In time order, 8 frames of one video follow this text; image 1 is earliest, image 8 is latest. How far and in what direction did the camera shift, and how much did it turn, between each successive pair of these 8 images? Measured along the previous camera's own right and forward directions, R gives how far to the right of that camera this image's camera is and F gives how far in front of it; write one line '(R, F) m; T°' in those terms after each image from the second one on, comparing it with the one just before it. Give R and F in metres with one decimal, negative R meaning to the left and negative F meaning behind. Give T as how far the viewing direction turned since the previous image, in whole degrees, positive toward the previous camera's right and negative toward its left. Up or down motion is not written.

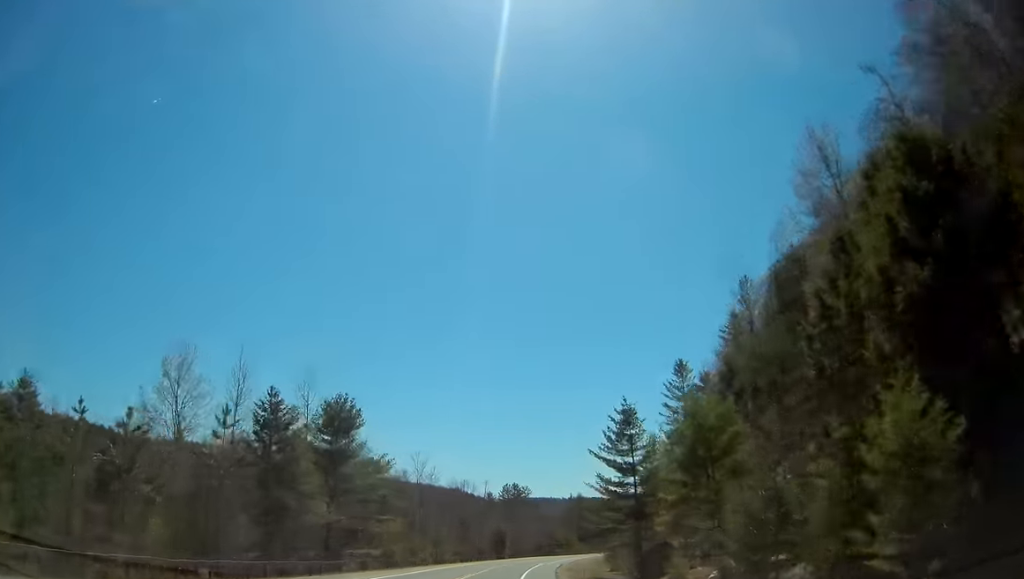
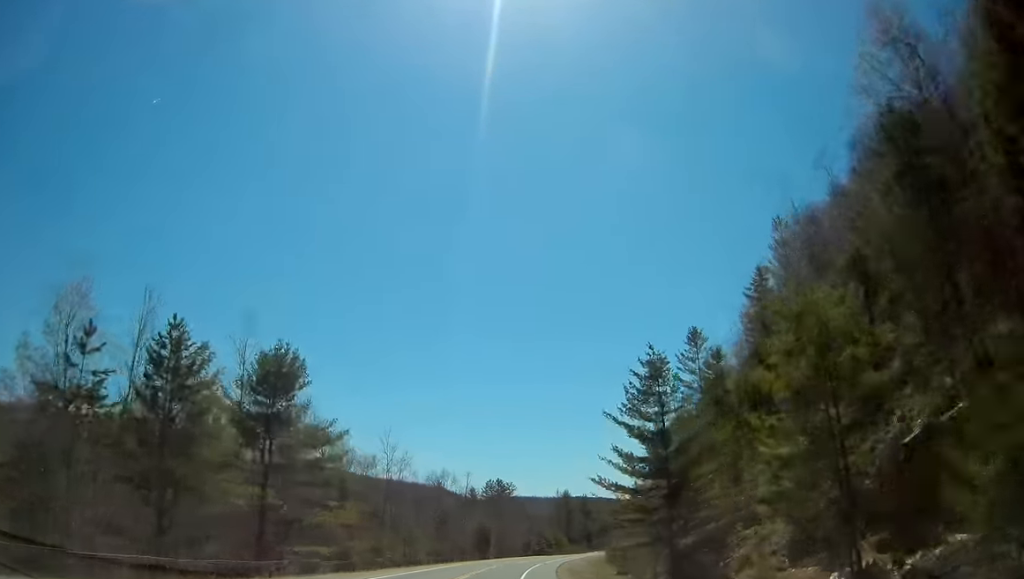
(+0.2, +13.8) m; +1°
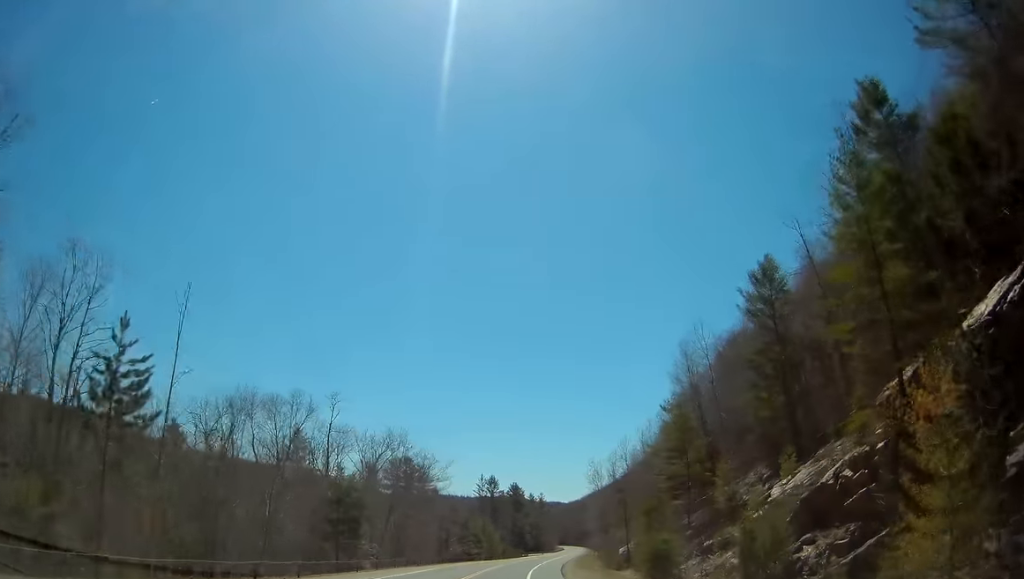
(+4.3, +64.3) m; +8°
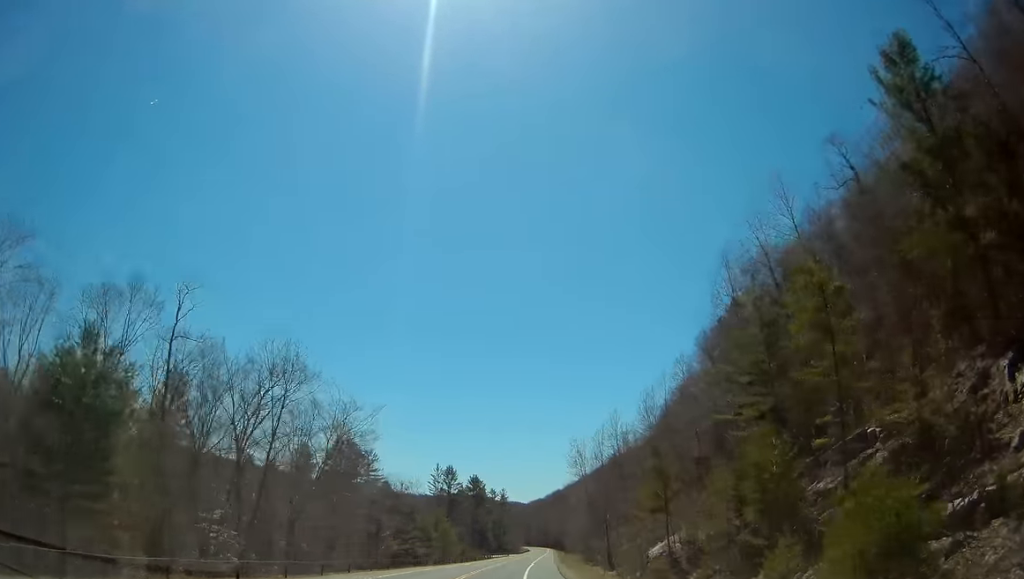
(+1.1, +30.1) m; +4°
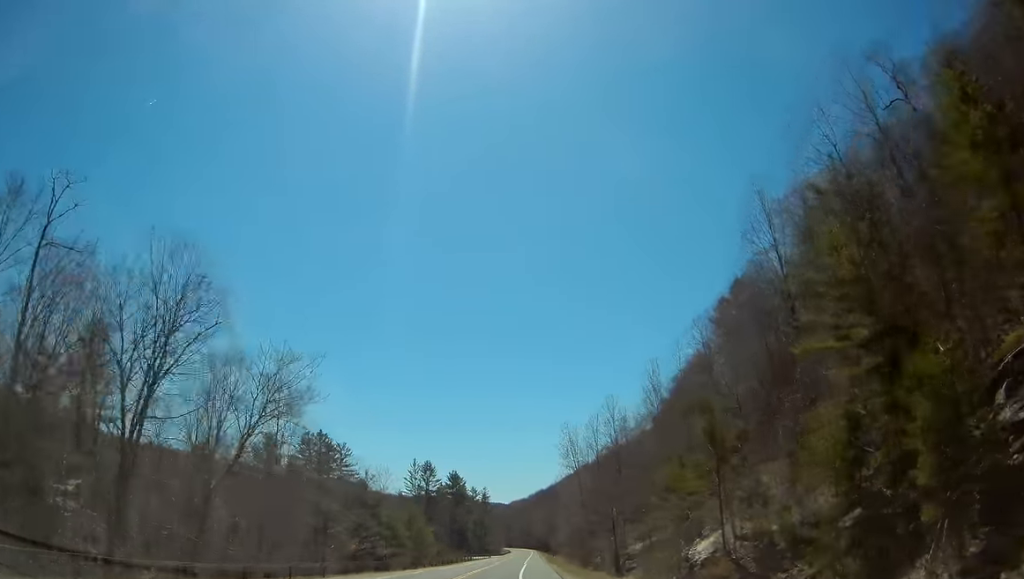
(+0.2, +13.8) m; +1°
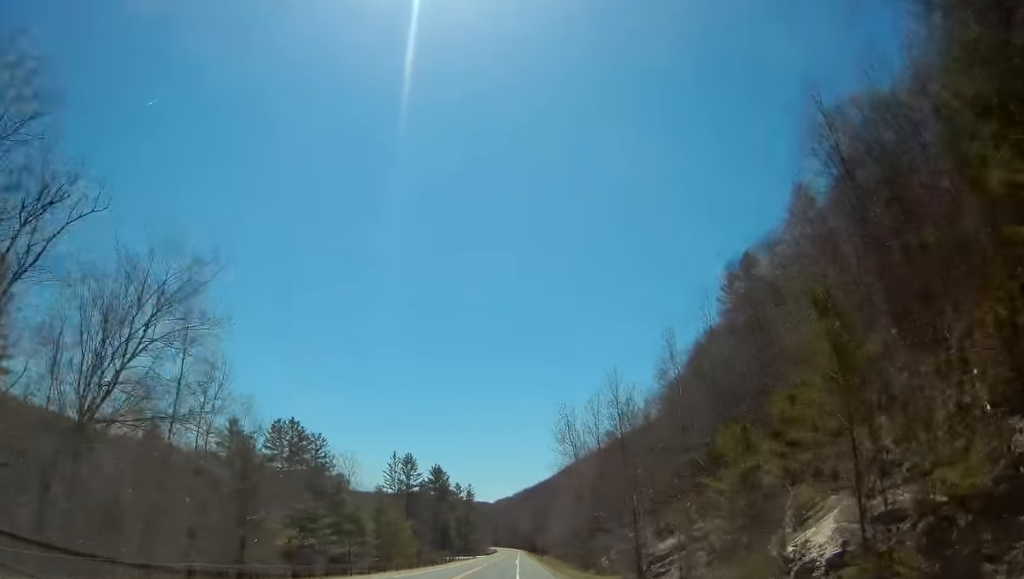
(+0.1, +13.8) m; +1°
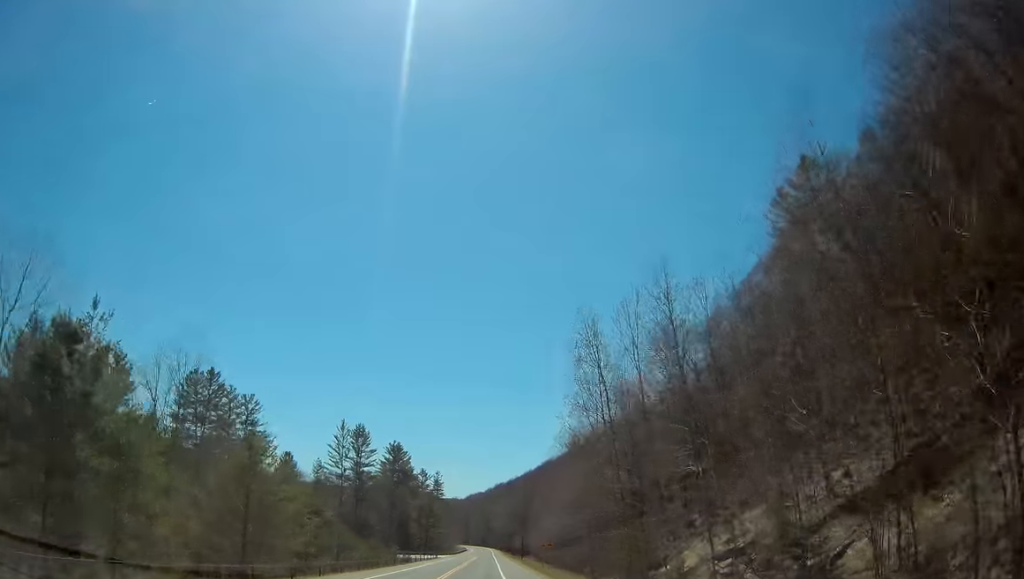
(+1.0, +37.8) m; +2°
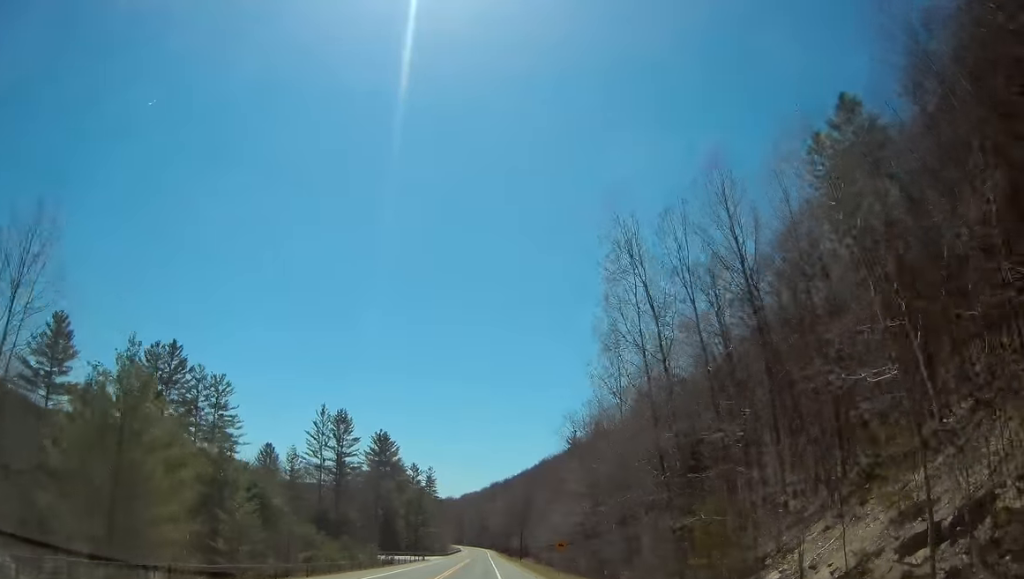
(0.0, +16.3) m; 0°
